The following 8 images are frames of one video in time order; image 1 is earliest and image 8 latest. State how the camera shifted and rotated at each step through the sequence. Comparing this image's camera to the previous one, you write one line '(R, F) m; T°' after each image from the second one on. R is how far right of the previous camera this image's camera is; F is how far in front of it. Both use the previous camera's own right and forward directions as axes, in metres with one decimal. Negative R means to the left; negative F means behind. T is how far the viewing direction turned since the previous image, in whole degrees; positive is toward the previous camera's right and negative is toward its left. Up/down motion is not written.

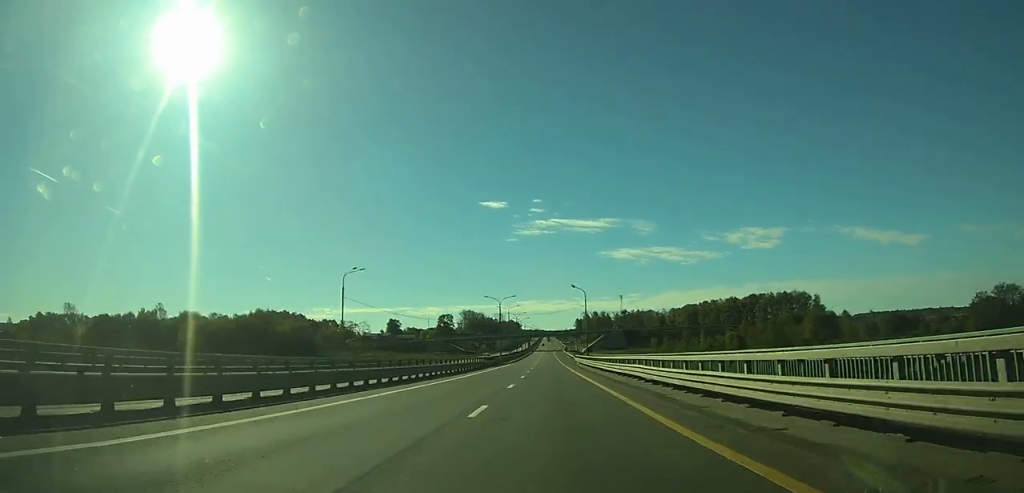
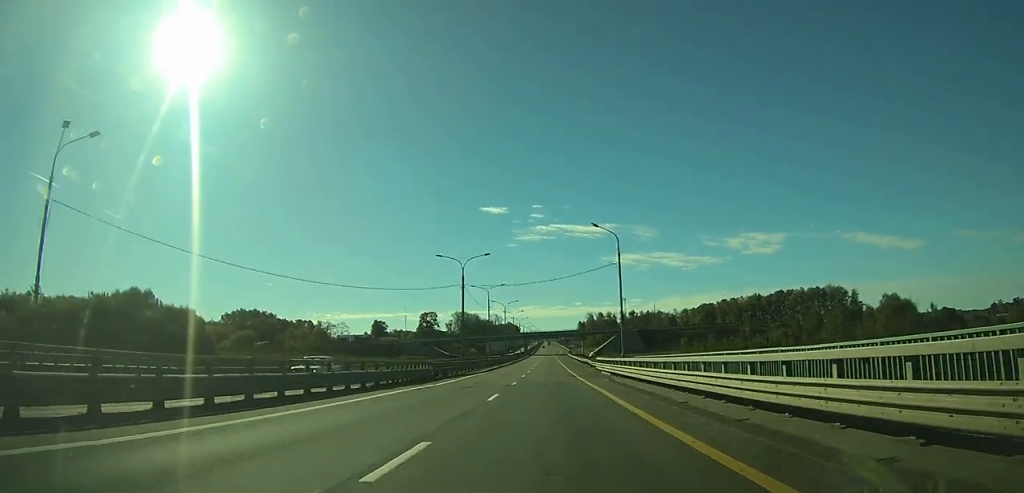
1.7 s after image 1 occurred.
(0.0, +42.4) m; 0°
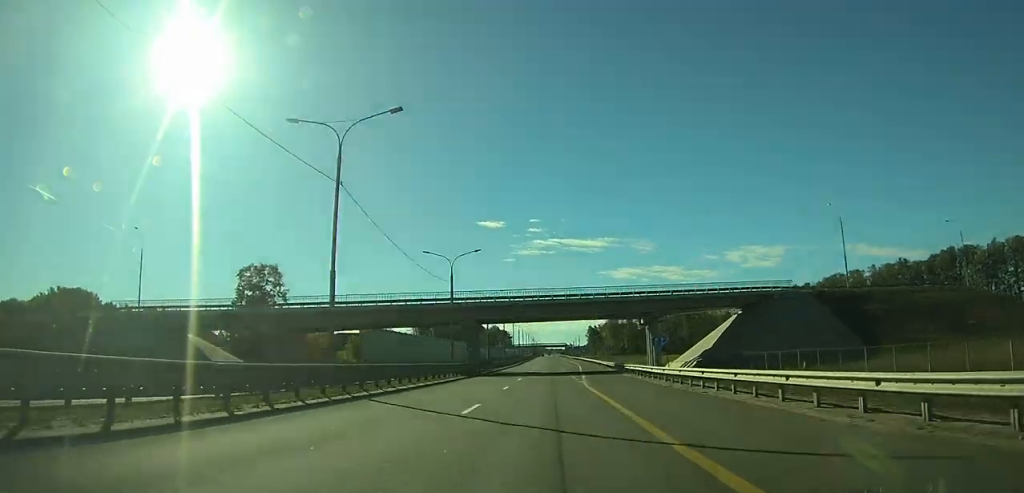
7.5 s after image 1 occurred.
(+0.3, +147.0) m; 0°
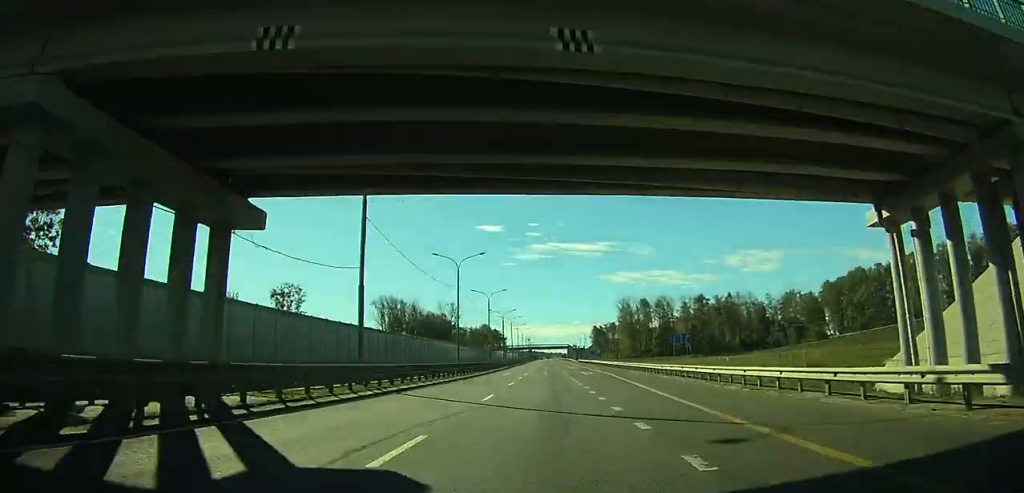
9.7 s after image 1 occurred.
(0.0, +55.2) m; 0°
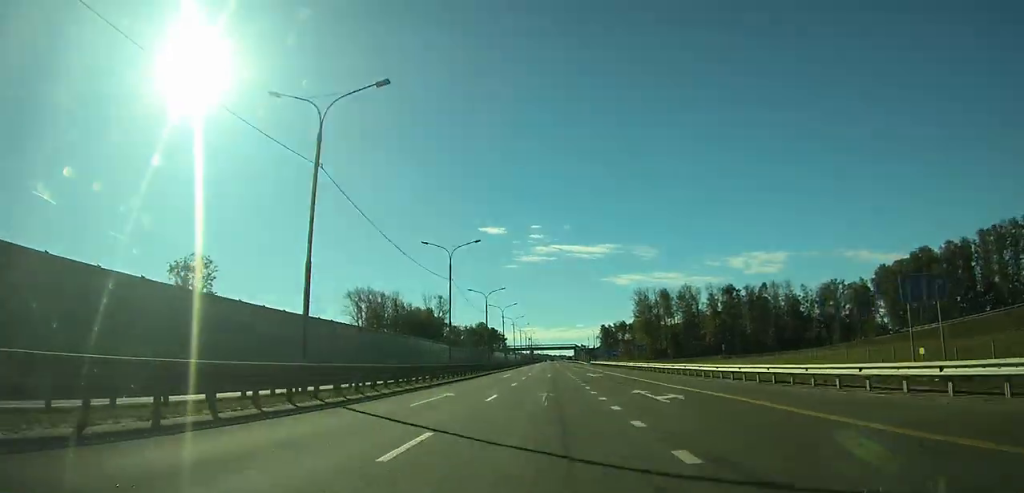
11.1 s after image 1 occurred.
(0.0, +35.3) m; 0°
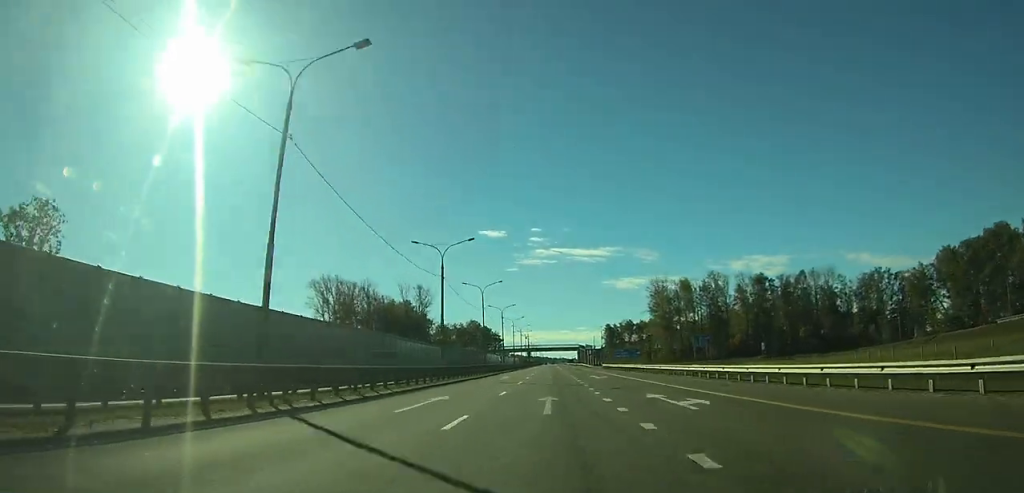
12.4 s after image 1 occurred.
(-0.1, +32.1) m; 0°
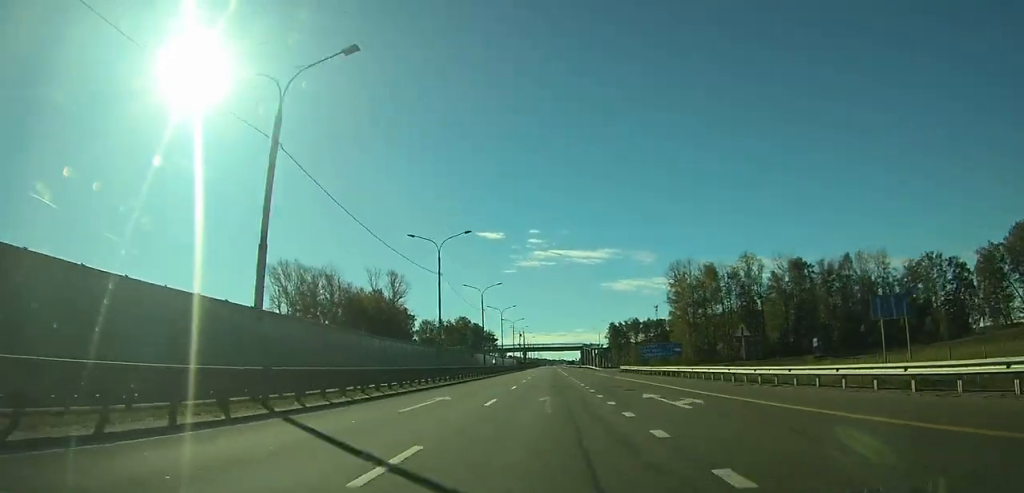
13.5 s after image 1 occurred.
(+0.1, +28.9) m; 0°
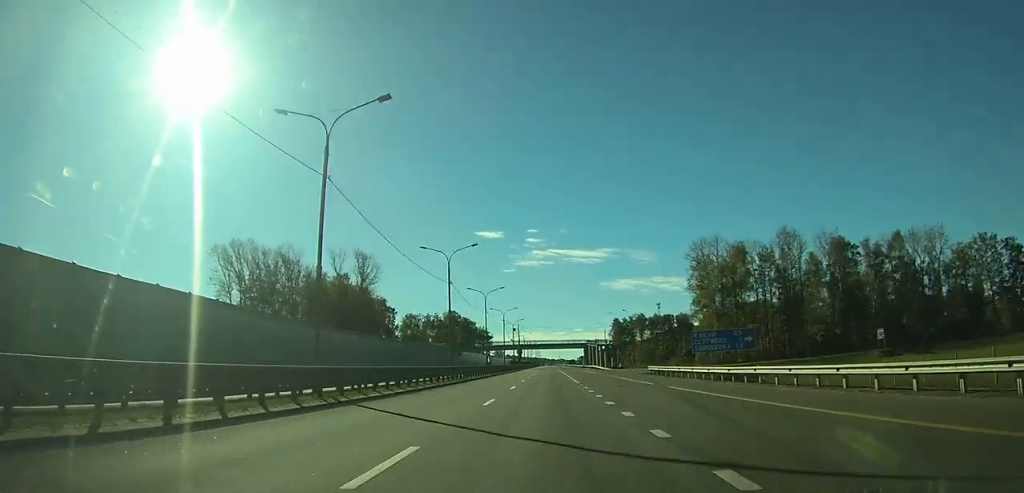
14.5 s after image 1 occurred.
(+0.1, +23.9) m; 0°
